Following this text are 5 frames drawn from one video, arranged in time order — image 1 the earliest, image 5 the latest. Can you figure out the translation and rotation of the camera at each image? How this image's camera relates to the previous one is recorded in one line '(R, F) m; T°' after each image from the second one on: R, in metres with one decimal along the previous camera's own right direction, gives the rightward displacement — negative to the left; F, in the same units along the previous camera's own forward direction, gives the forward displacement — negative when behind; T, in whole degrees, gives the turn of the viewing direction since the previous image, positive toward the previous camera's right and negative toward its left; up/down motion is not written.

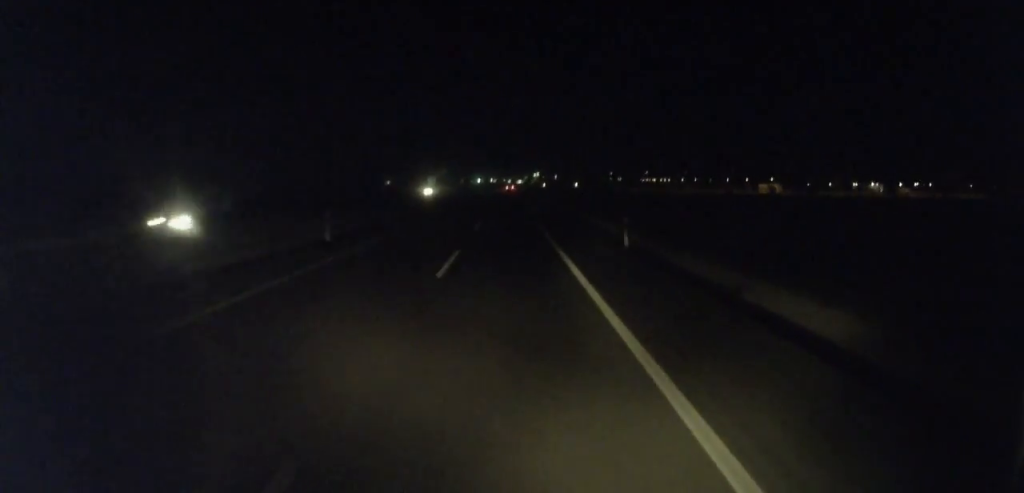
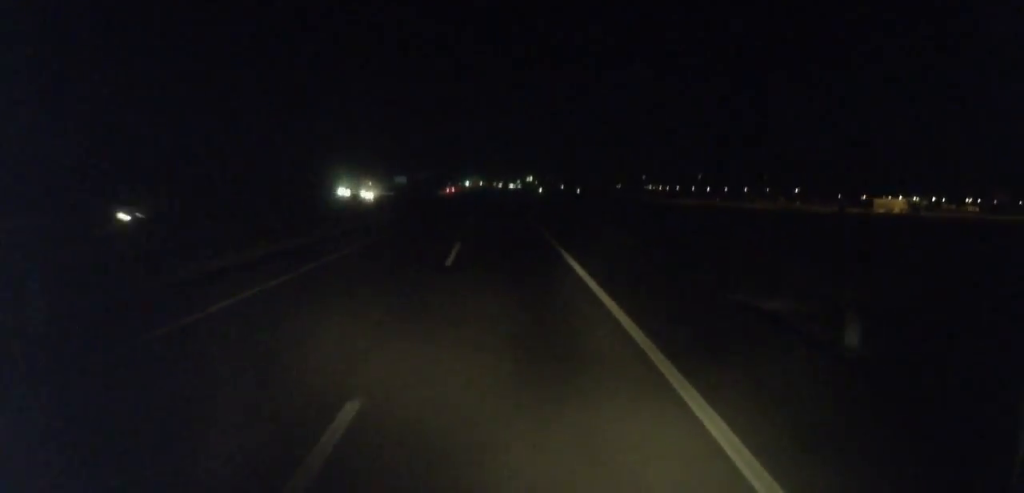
(+1.6, +80.3) m; 0°
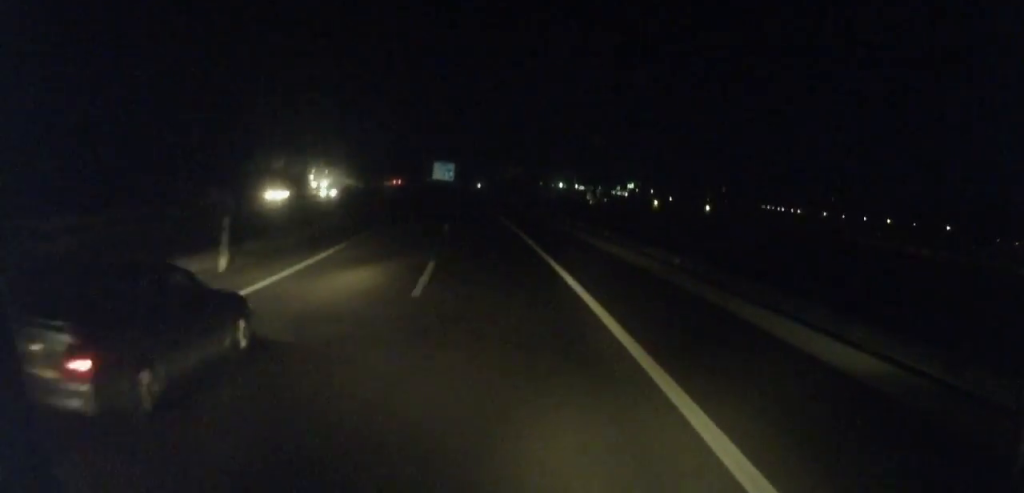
(-2.4, +121.7) m; -6°
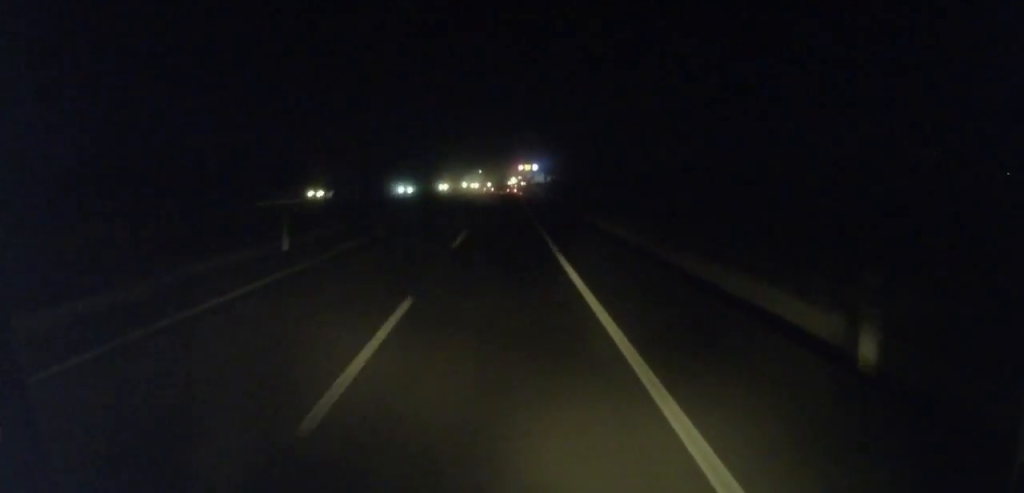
(-99.3, +339.2) m; -26°
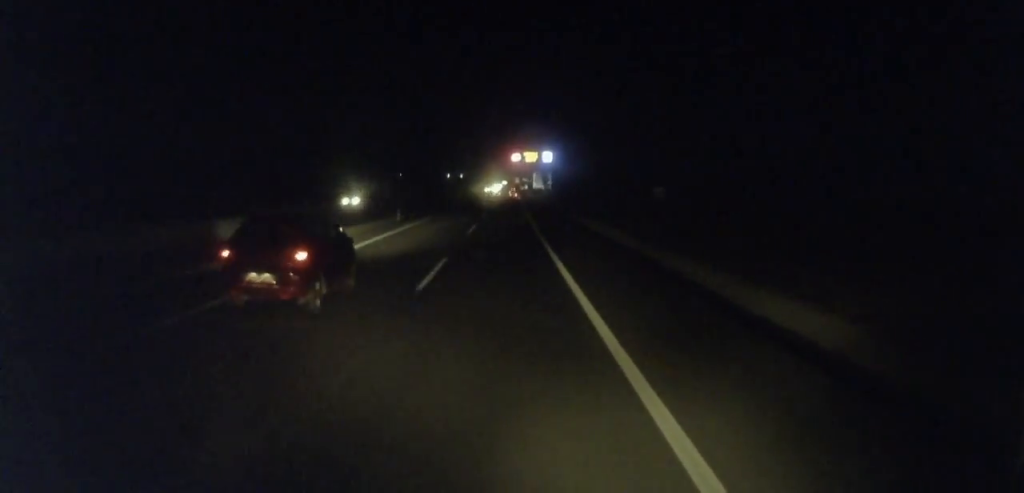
(-1.2, +127.2) m; 0°
